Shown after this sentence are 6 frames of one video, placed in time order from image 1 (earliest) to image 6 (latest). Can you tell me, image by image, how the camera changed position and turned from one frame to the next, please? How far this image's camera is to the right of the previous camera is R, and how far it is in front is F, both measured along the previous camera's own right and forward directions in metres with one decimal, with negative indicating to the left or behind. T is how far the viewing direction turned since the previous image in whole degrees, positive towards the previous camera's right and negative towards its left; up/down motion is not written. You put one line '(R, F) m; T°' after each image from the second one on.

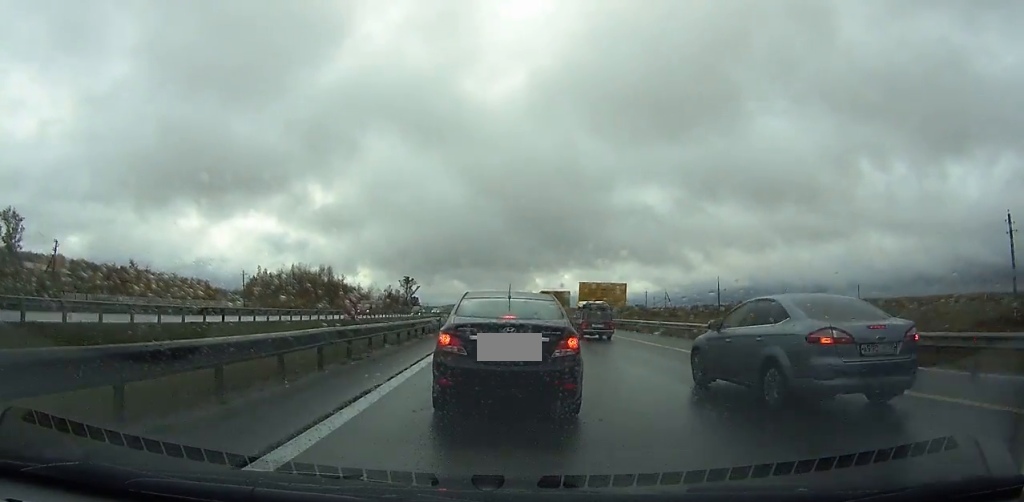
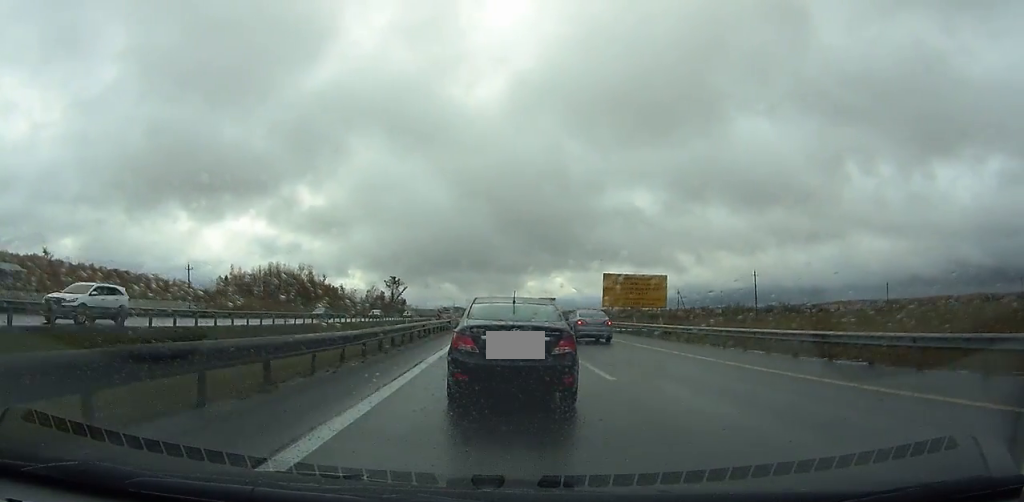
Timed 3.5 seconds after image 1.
(0.0, +23.2) m; 0°
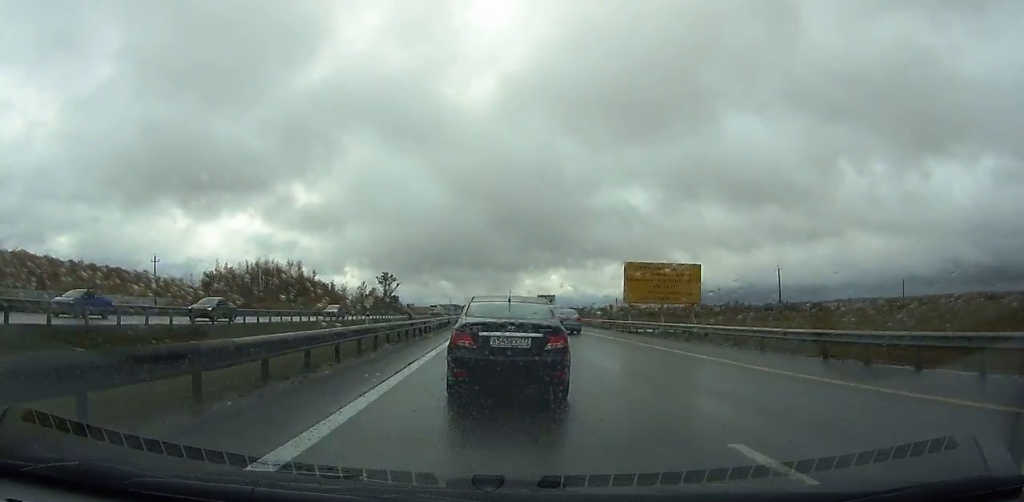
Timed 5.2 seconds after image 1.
(0.0, +10.5) m; 0°
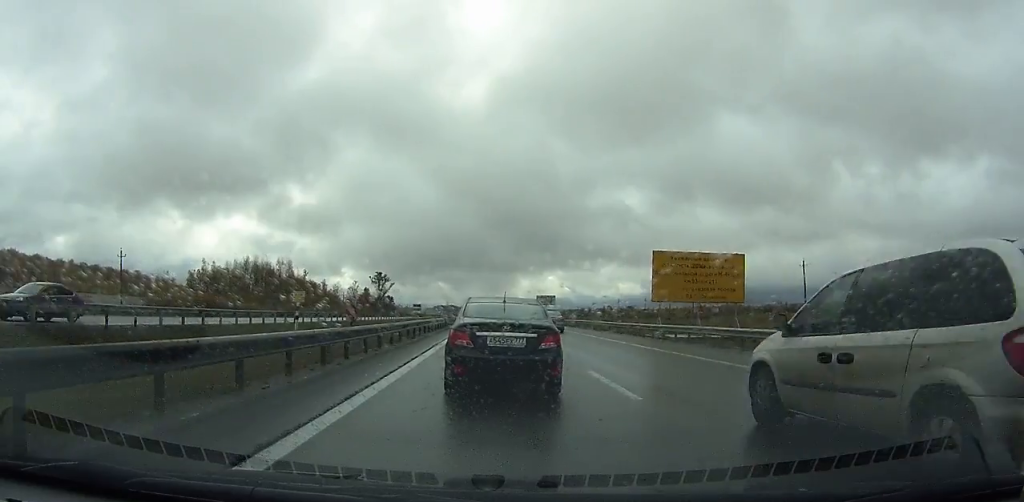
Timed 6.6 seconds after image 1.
(0.0, +8.6) m; 0°
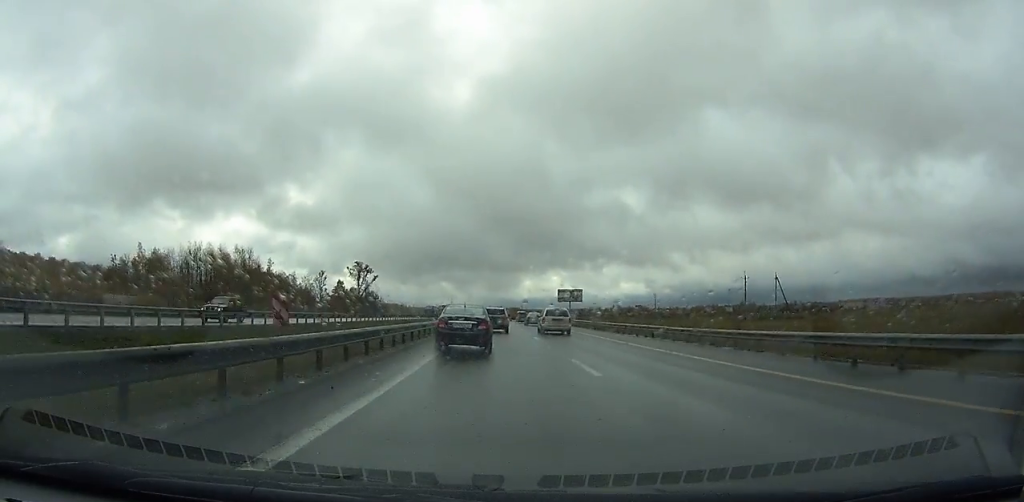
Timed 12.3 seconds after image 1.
(+0.3, +46.3) m; +1°
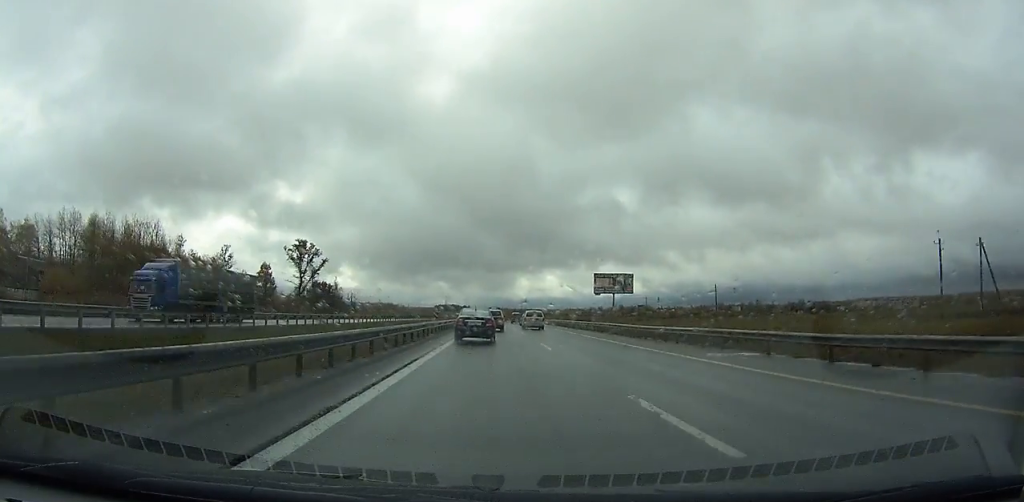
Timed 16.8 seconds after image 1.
(0.0, +53.4) m; 0°
